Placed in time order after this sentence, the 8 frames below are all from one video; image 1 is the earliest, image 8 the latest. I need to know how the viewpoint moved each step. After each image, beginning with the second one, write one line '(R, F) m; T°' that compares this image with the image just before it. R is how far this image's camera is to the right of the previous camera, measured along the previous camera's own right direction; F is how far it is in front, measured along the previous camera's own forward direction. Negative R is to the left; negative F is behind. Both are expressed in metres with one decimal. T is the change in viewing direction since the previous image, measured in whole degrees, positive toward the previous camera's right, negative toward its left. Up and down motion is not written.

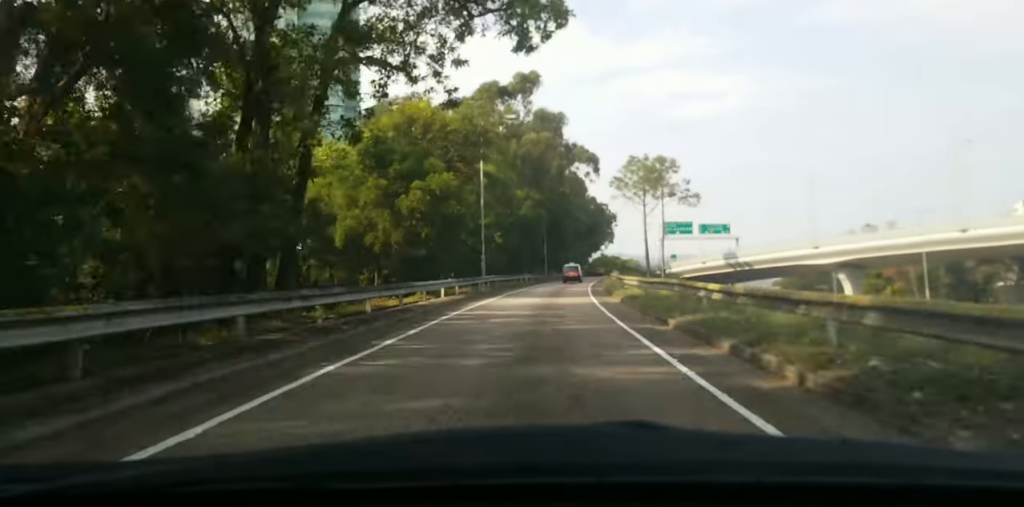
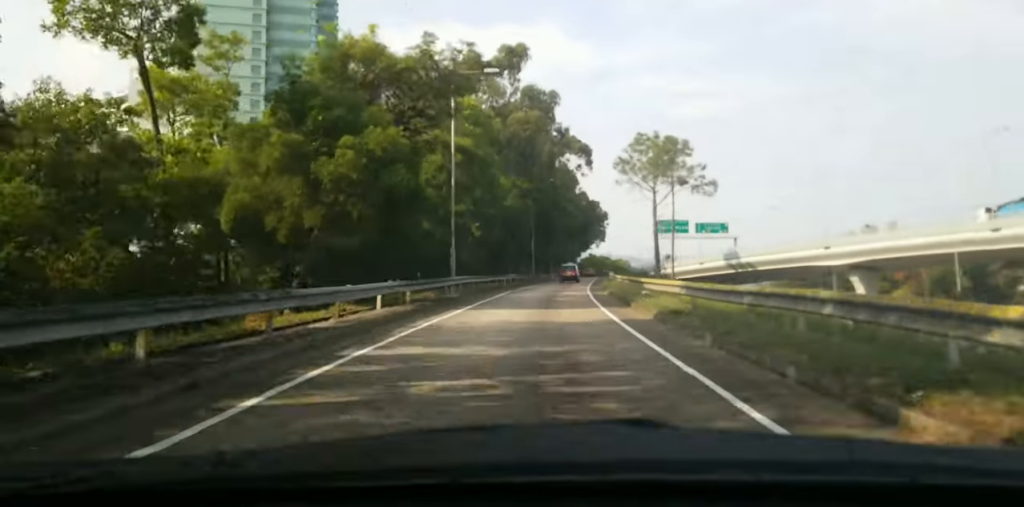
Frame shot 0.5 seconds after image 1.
(+0.2, +10.5) m; +1°
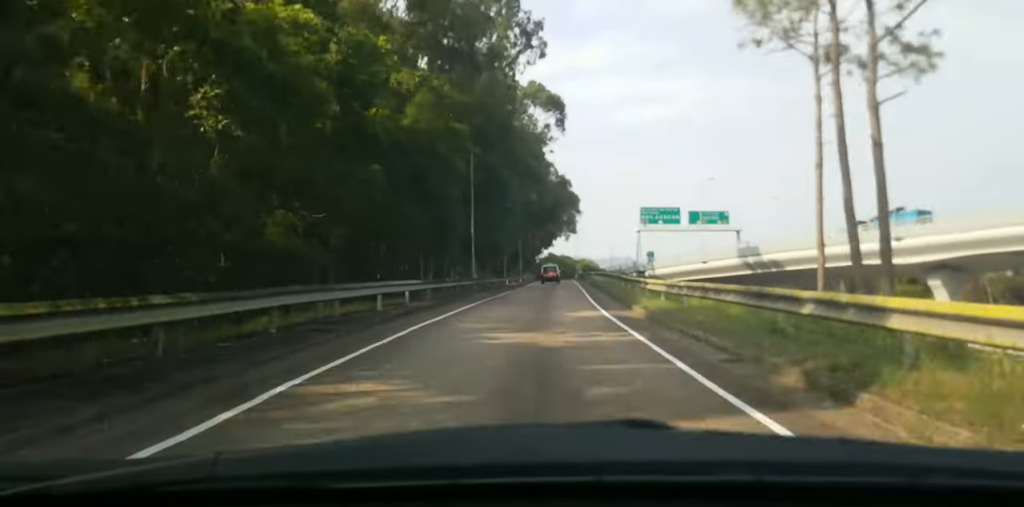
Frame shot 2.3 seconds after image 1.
(+1.5, +35.7) m; +5°
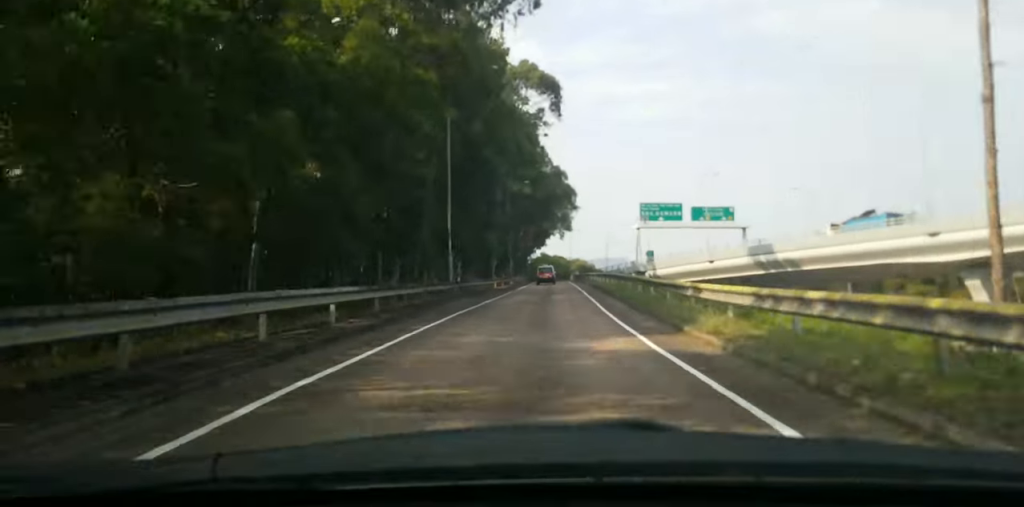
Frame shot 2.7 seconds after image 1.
(+0.2, +9.0) m; +1°
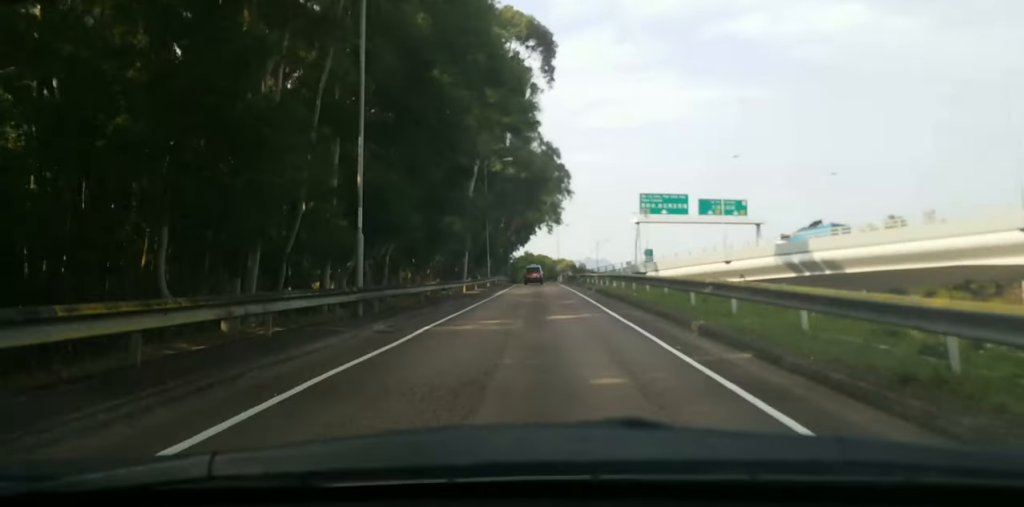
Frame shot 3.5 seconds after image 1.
(+0.2, +16.3) m; +1°
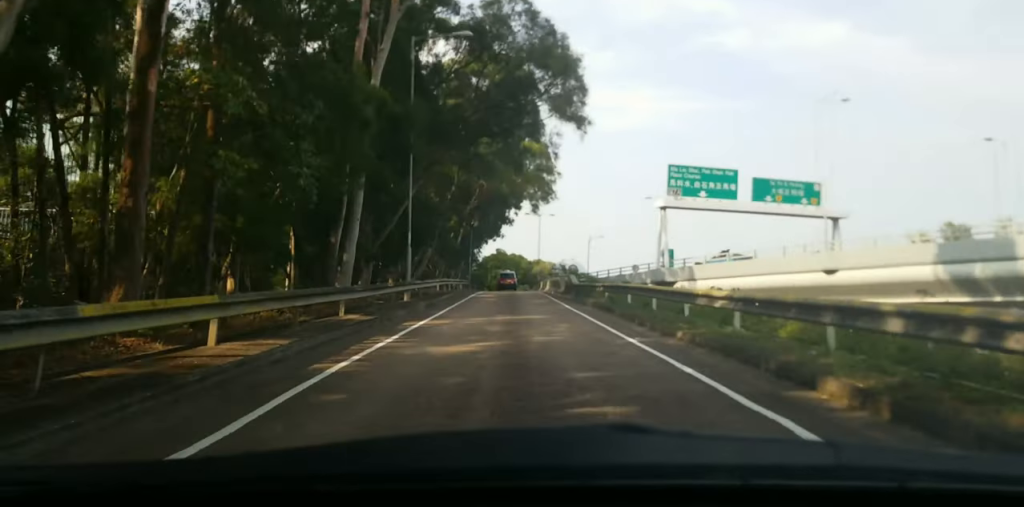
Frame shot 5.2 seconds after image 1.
(0.0, +34.1) m; 0°
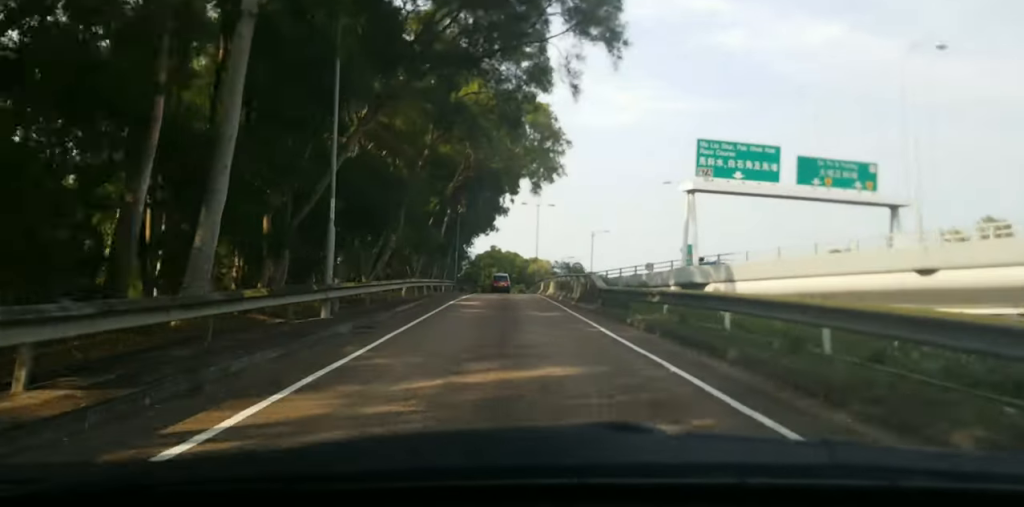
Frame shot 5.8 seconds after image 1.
(0.0, +12.1) m; +1°
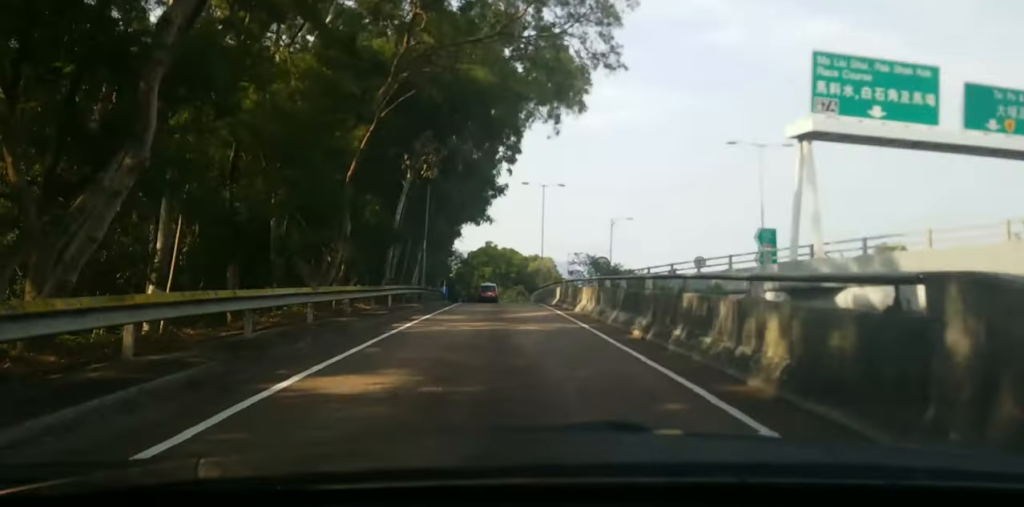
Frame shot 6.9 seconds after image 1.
(+0.4, +21.8) m; +2°
